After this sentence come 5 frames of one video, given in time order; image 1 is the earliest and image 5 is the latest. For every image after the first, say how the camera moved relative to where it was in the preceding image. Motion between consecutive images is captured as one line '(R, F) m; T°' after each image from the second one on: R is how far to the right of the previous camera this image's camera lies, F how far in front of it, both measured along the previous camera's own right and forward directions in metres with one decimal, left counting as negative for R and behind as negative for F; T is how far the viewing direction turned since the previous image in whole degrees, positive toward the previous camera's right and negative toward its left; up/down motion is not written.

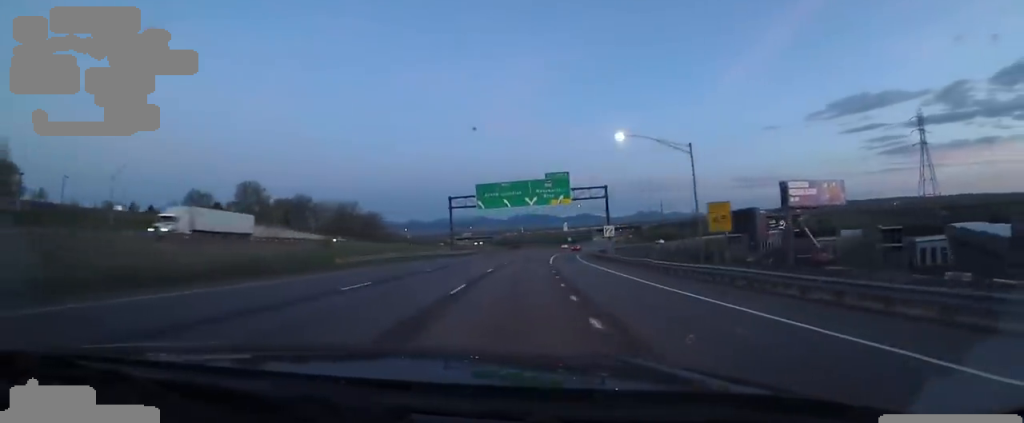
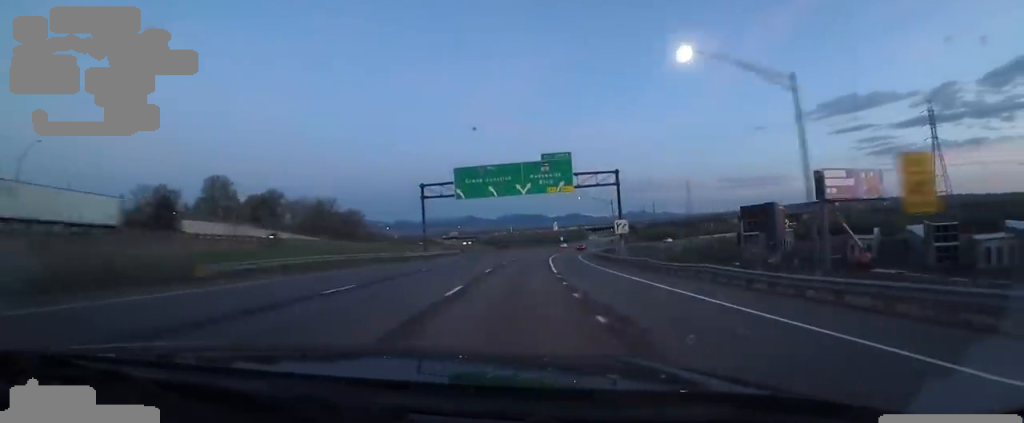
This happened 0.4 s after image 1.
(+0.7, +13.6) m; +2°
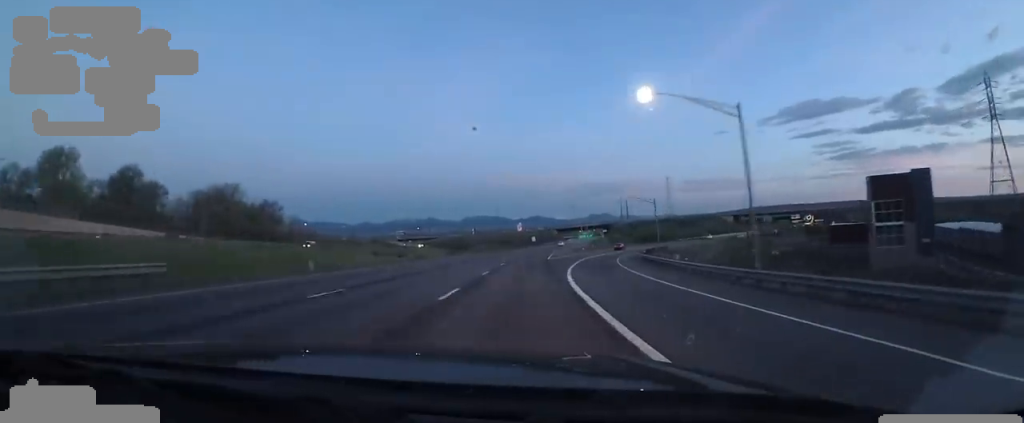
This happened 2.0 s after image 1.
(+1.8, +50.6) m; +5°
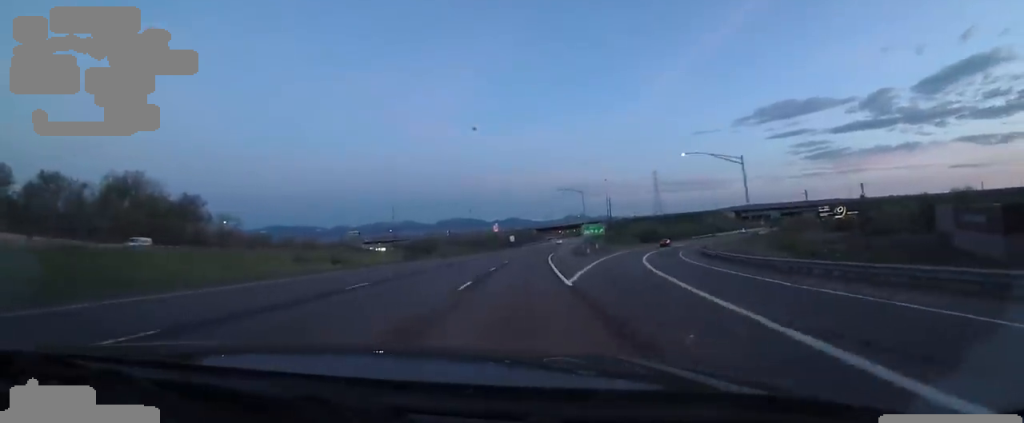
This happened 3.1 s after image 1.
(+1.4, +34.6) m; +4°
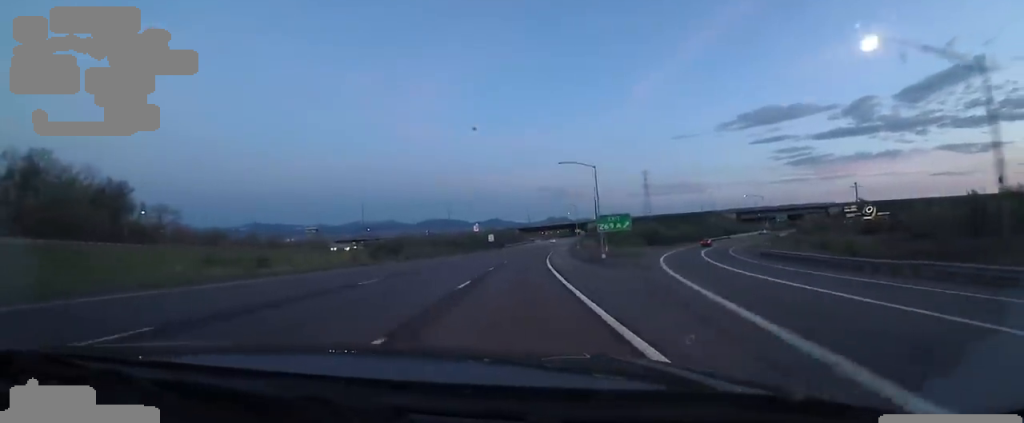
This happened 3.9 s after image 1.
(+0.5, +23.6) m; +3°
